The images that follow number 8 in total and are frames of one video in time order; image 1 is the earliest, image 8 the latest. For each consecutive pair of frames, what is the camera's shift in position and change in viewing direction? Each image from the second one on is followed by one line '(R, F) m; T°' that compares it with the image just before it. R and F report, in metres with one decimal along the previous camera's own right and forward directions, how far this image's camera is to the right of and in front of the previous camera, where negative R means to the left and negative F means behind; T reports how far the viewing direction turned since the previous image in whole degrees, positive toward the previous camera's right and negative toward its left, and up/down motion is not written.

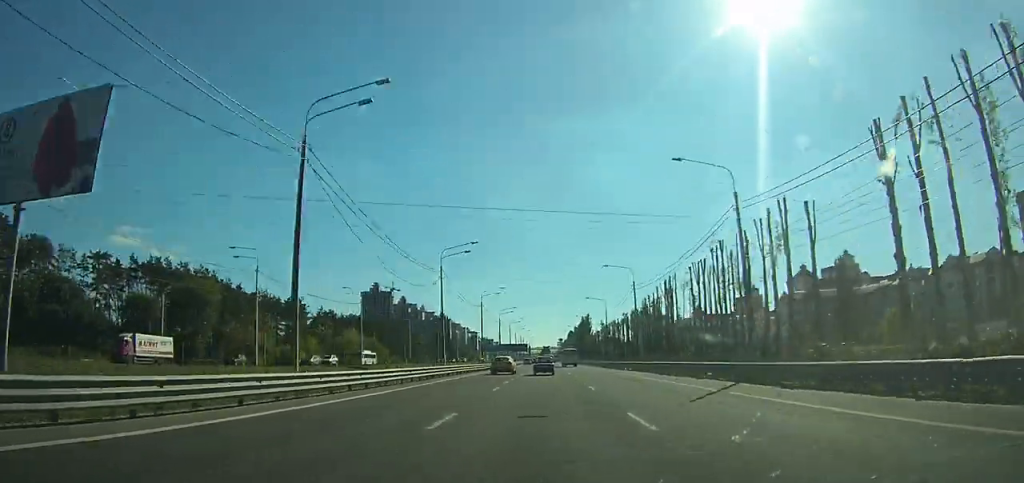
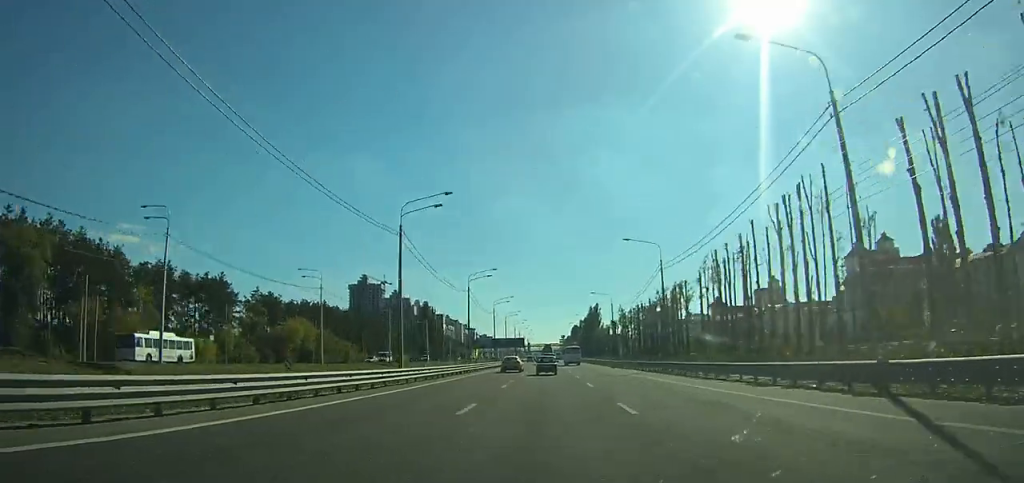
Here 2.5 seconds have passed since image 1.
(0.0, +45.0) m; 0°
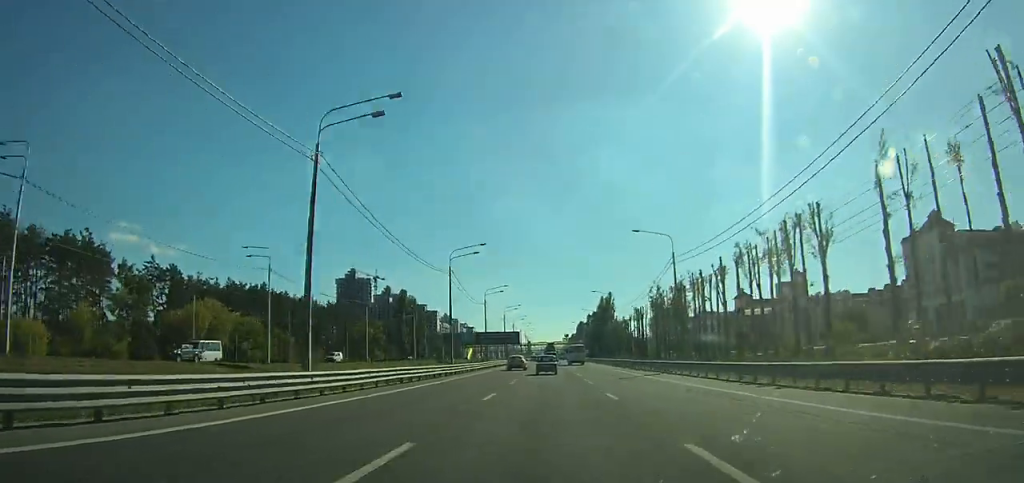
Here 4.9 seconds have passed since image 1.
(-0.1, +44.5) m; 0°
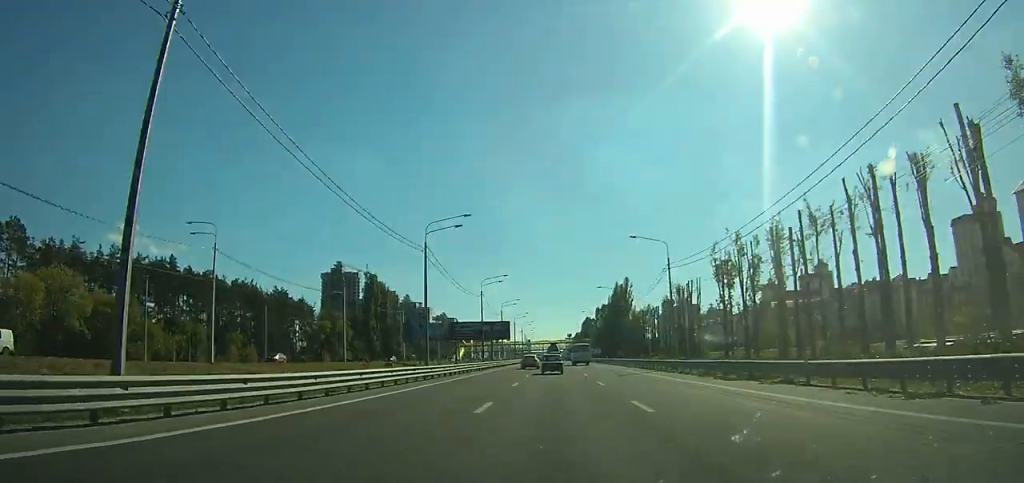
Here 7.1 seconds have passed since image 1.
(-0.1, +40.7) m; 0°
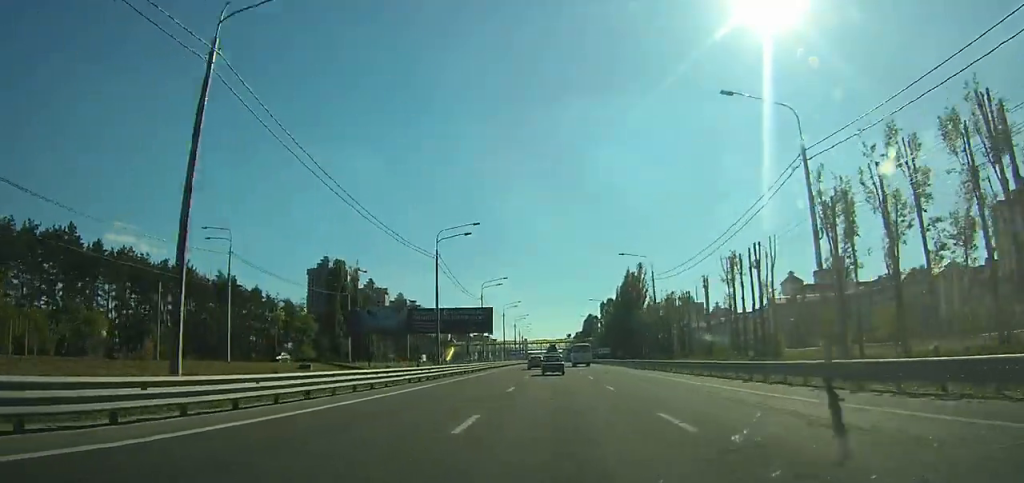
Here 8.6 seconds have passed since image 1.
(0.0, +27.2) m; 0°
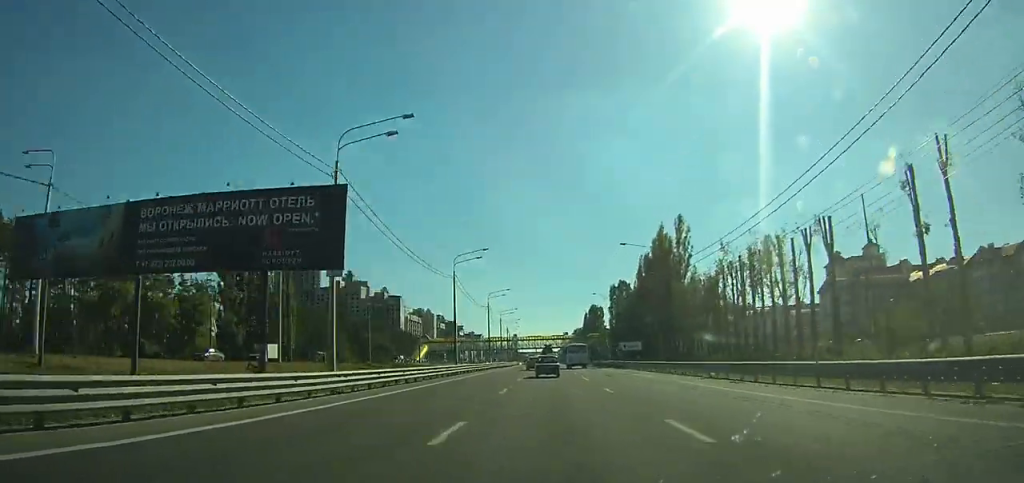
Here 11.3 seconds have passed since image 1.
(0.0, +48.2) m; 0°
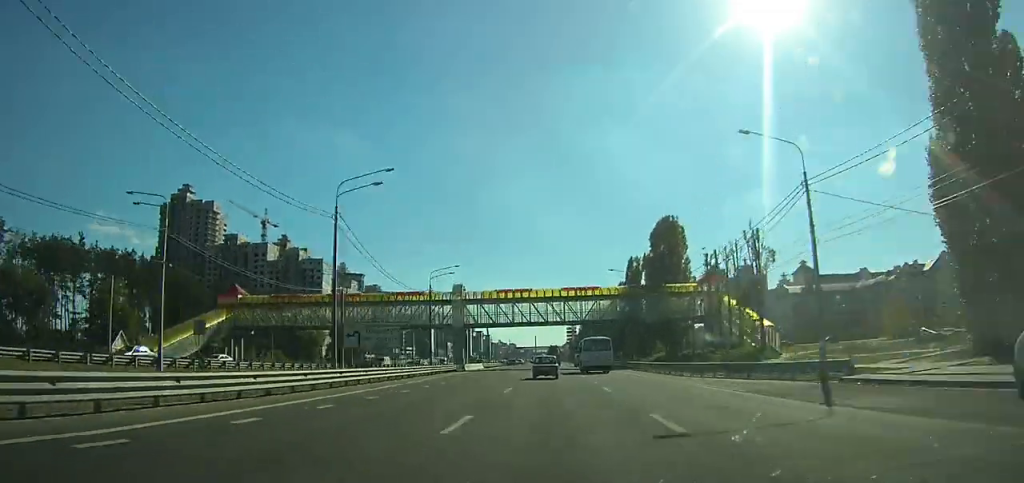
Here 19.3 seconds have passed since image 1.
(+0.2, +143.6) m; 0°
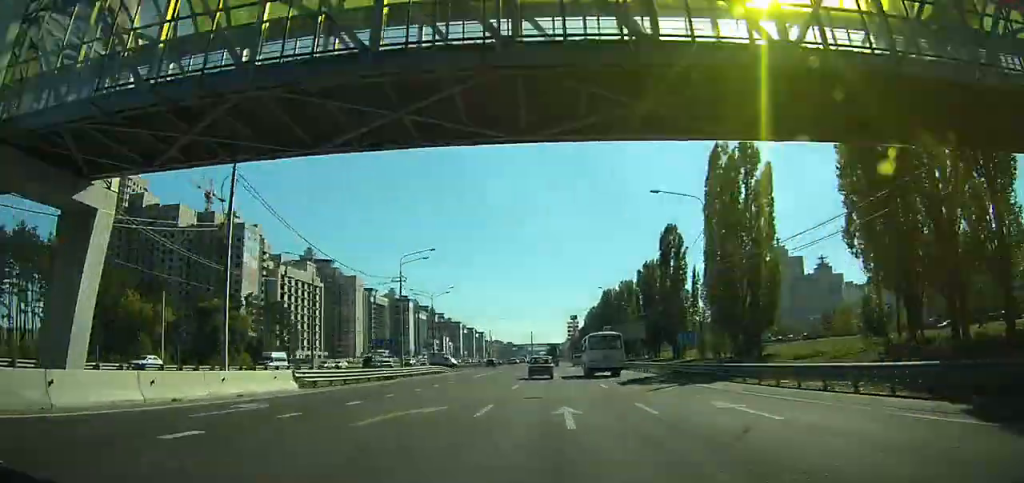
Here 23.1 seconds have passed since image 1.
(+0.1, +71.1) m; +1°
